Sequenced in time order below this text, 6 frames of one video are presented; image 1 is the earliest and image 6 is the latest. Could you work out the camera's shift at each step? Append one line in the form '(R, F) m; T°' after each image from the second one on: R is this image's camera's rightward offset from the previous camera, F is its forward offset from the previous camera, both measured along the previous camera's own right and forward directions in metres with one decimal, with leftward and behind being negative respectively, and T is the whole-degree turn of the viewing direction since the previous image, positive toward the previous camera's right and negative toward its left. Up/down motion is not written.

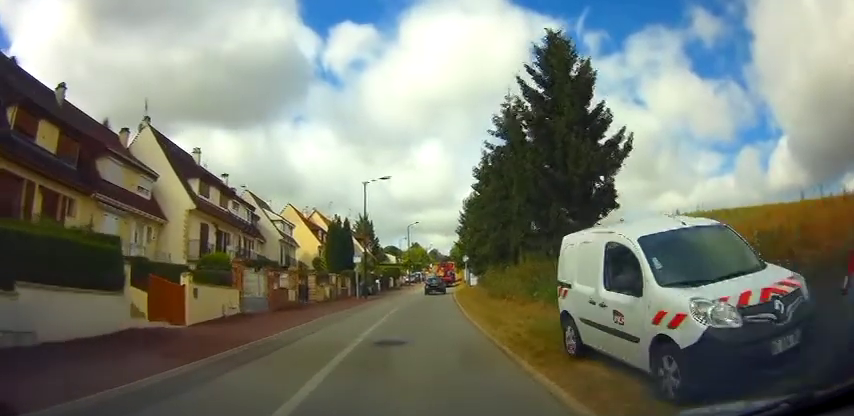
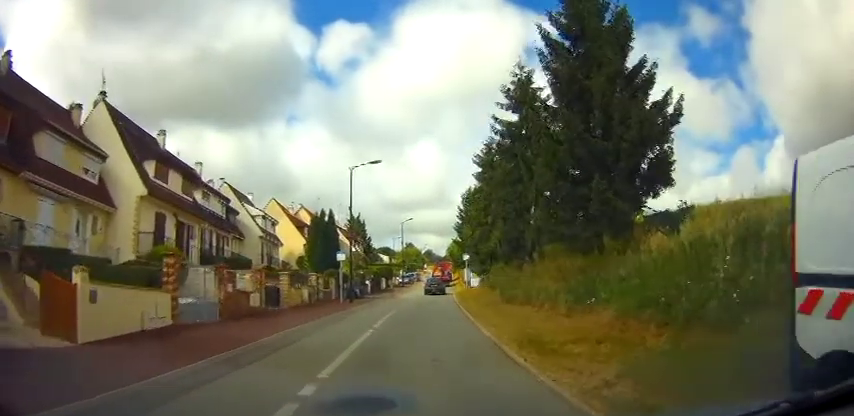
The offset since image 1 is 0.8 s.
(+0.1, +5.0) m; +1°
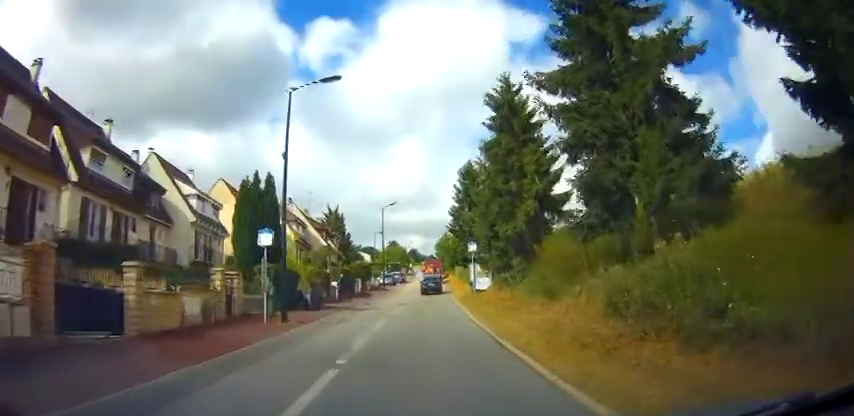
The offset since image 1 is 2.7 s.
(+0.1, +12.7) m; +1°
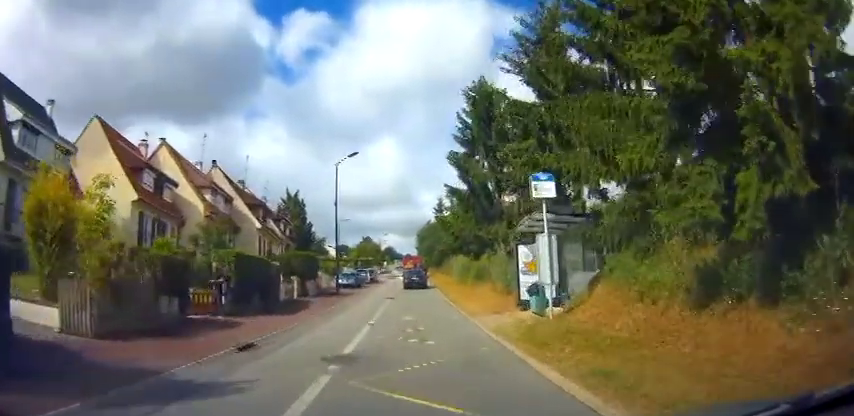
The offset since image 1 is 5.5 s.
(+0.6, +18.8) m; +3°
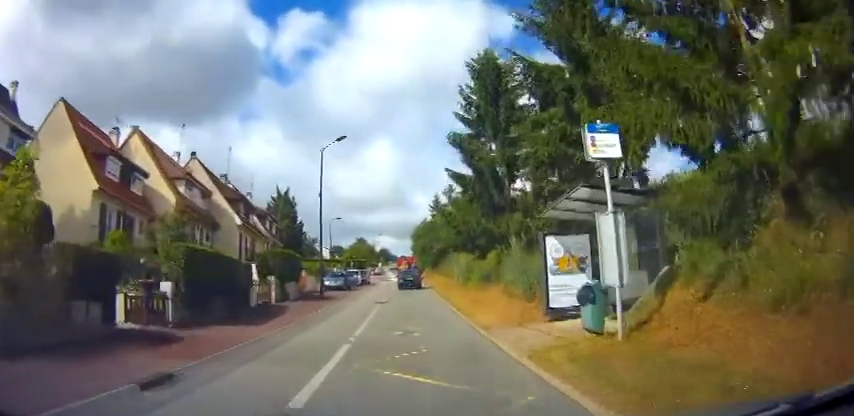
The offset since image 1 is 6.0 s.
(+0.2, +3.7) m; 0°
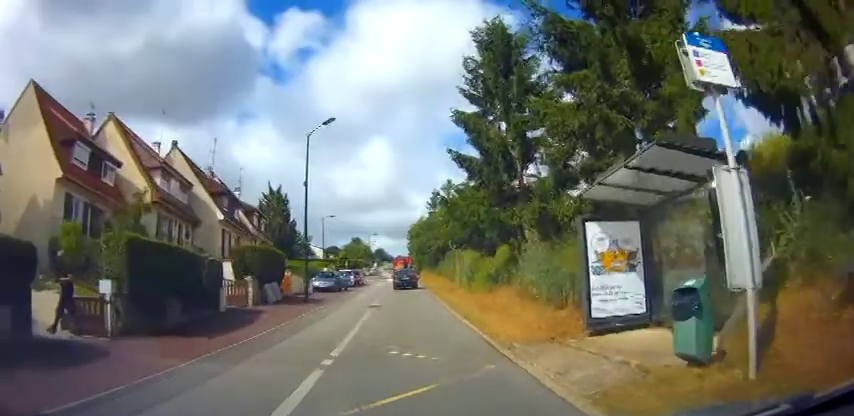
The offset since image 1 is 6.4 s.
(+0.1, +3.0) m; 0°
